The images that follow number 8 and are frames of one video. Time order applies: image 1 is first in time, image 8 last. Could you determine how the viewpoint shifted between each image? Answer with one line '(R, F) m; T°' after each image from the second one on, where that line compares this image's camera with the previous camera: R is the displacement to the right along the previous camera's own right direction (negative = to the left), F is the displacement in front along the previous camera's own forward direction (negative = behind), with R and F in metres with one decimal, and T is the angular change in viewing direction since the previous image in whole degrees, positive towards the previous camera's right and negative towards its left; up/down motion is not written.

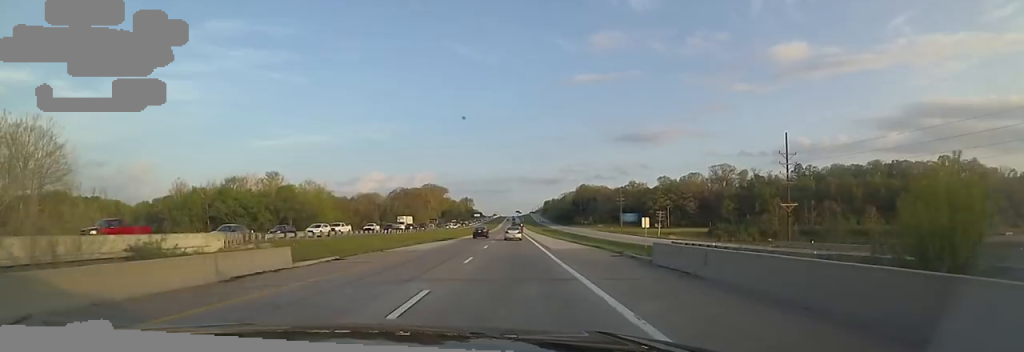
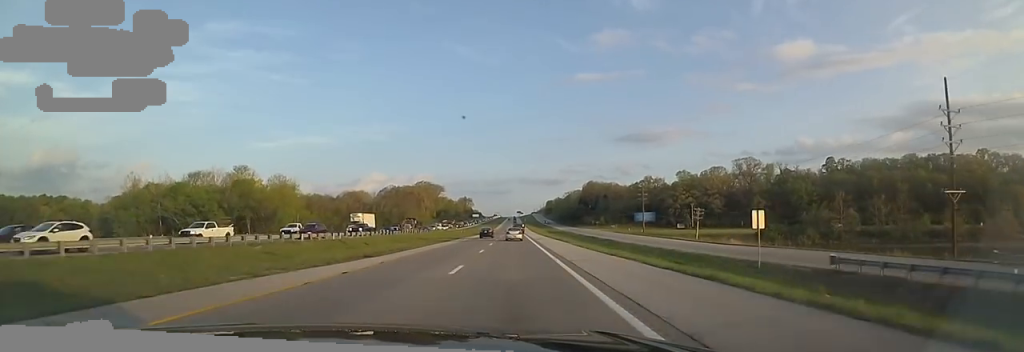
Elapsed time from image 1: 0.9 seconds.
(+0.4, +27.7) m; +2°
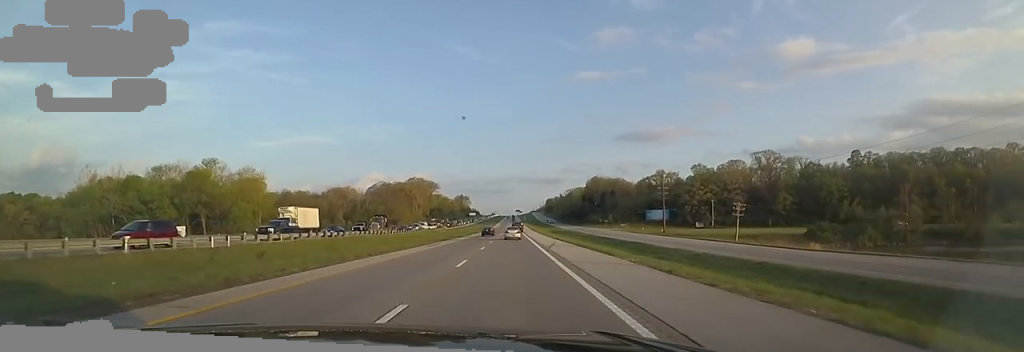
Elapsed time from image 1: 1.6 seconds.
(+0.4, +20.5) m; +1°
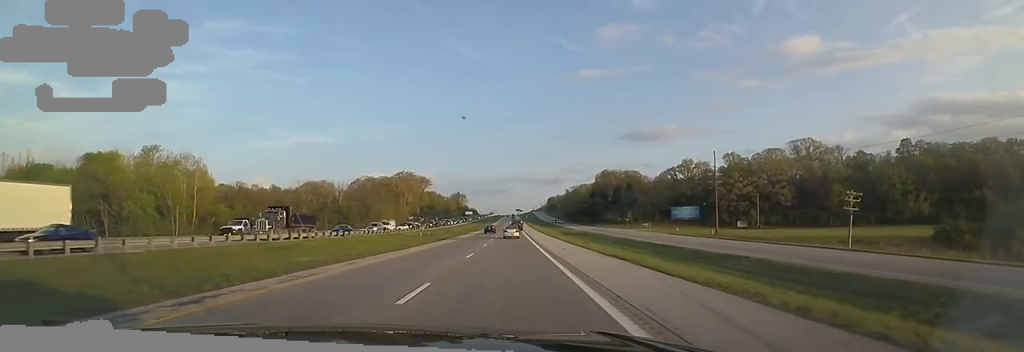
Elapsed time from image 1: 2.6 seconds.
(+0.3, +32.2) m; 0°
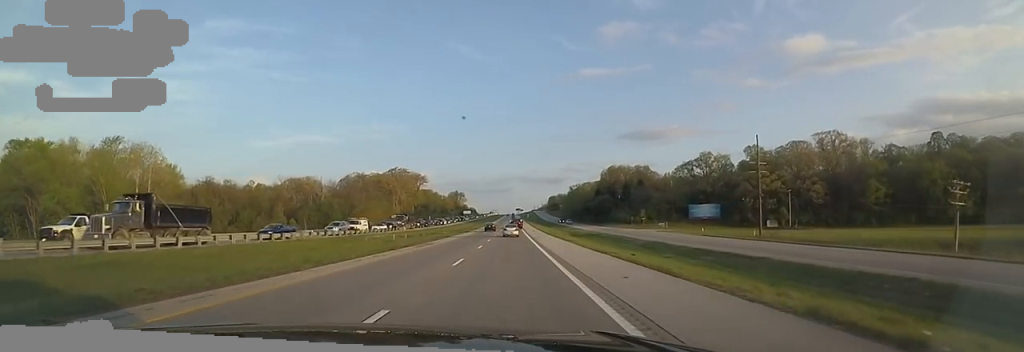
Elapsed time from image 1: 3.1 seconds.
(0.0, +16.8) m; -1°
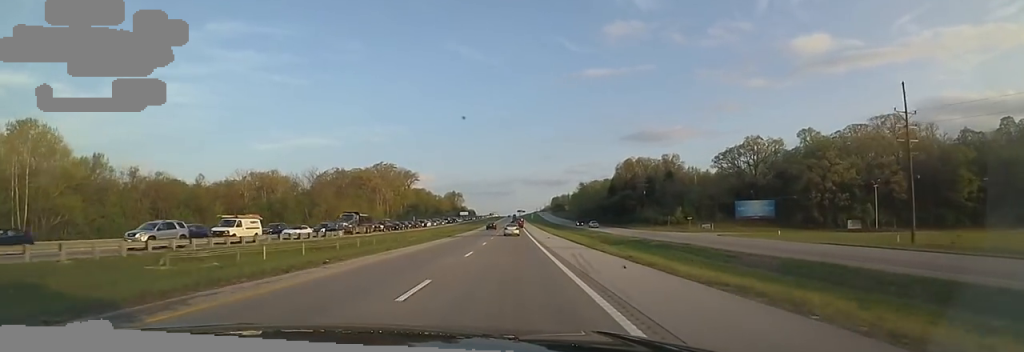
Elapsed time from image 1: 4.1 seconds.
(-0.5, +31.5) m; -2°
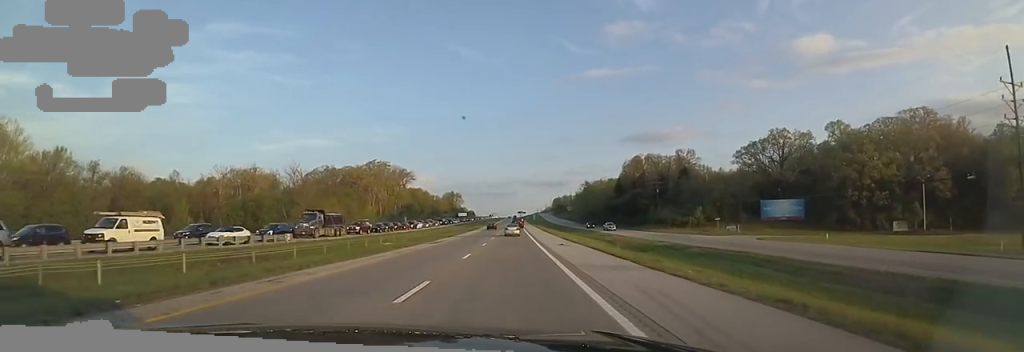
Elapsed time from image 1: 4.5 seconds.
(-0.3, +12.6) m; 0°
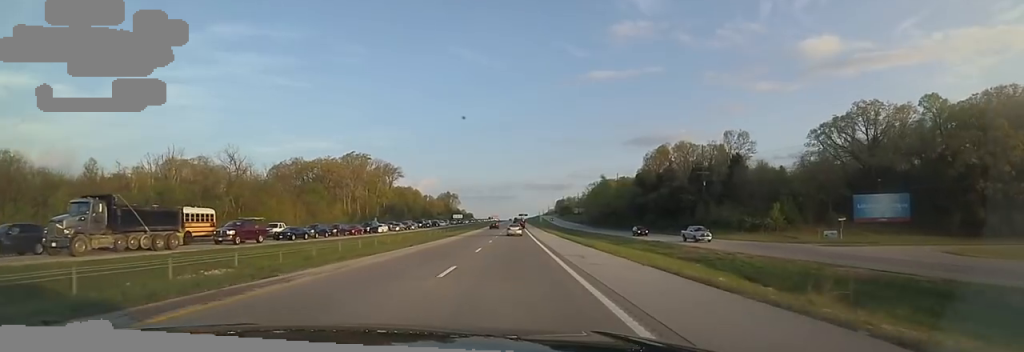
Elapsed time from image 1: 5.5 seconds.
(-0.2, +31.3) m; +1°
